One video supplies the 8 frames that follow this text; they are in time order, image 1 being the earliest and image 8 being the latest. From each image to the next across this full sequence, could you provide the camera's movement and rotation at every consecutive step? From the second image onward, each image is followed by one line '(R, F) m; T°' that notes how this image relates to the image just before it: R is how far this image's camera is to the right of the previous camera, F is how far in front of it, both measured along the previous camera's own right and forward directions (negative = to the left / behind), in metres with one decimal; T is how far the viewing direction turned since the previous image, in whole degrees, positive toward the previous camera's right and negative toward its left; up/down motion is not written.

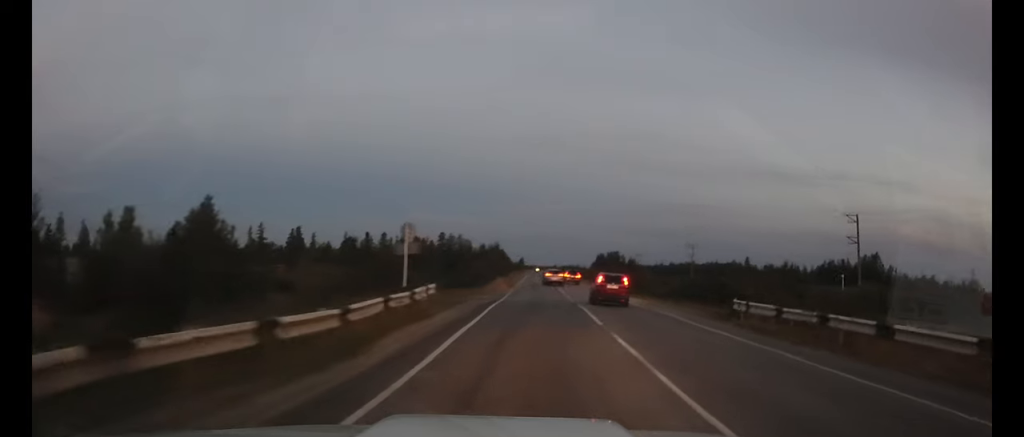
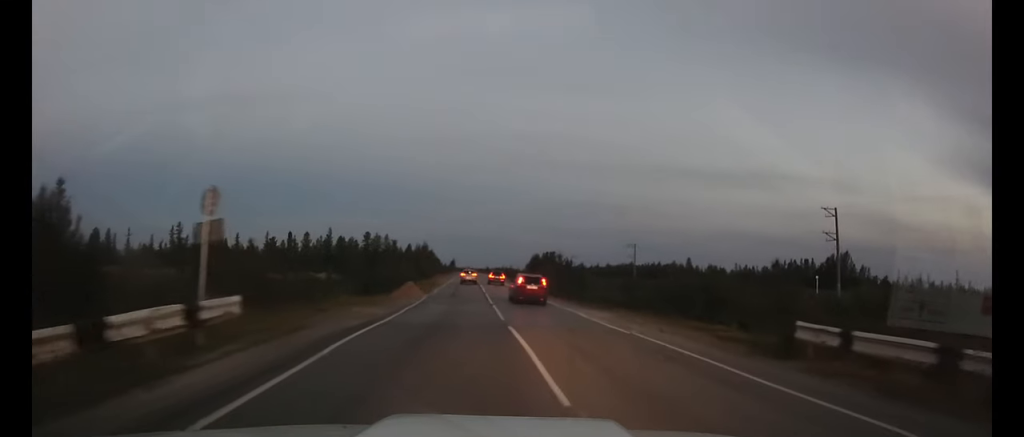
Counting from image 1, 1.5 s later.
(+0.8, +10.4) m; +8°
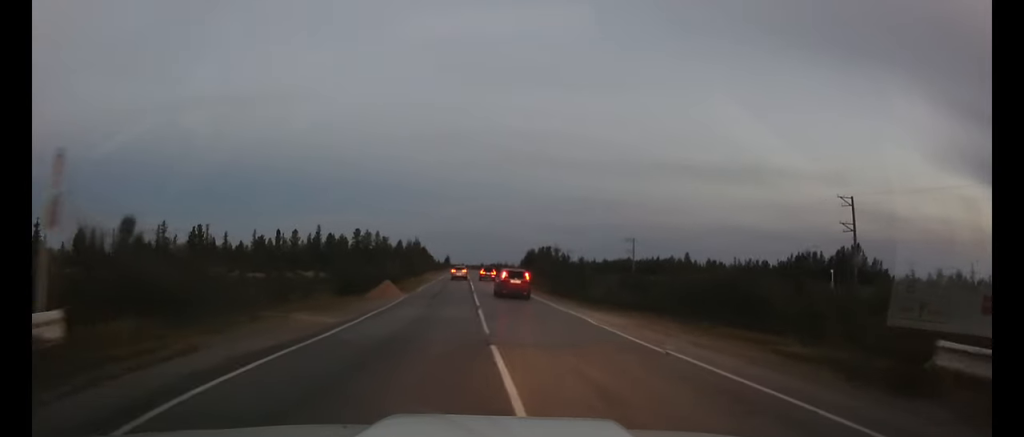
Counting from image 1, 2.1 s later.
(+0.2, +4.7) m; +2°
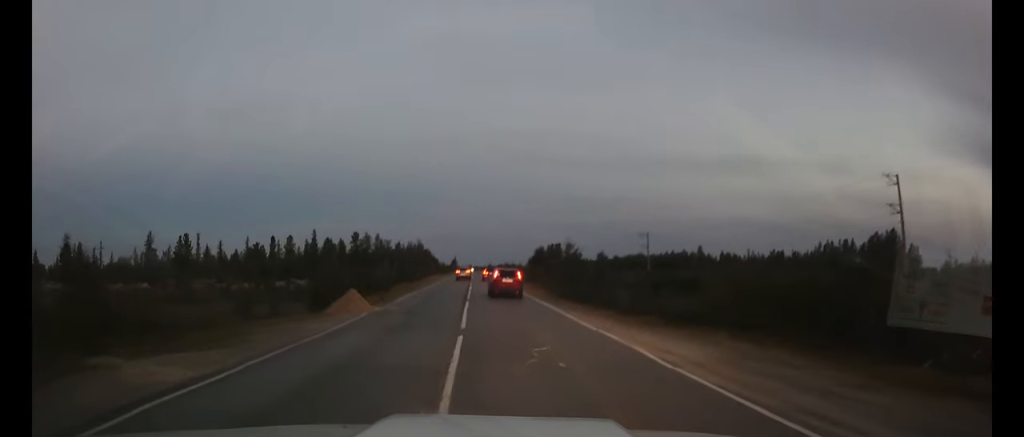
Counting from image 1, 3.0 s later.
(+0.1, +7.6) m; 0°
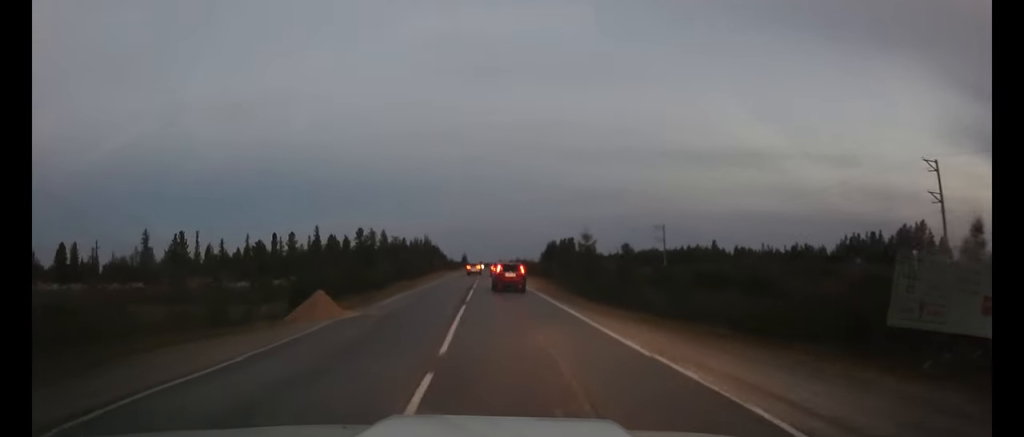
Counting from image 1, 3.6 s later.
(0.0, +5.0) m; -1°
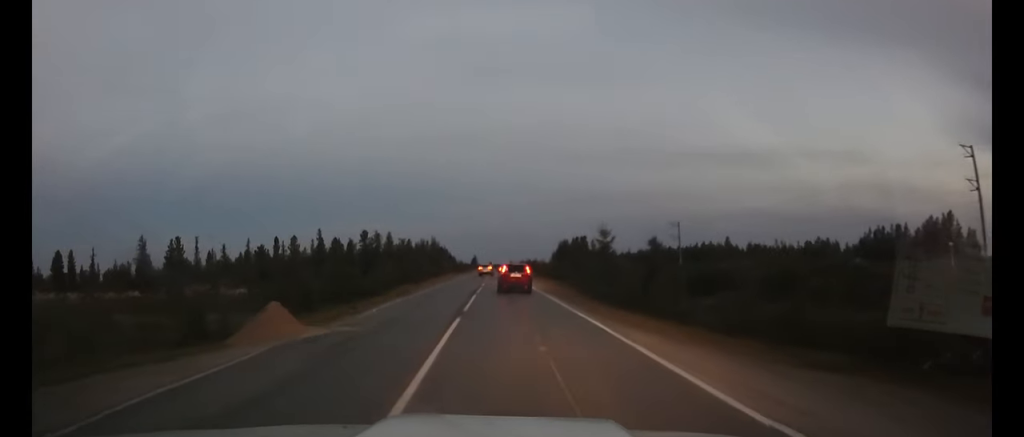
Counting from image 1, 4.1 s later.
(0.0, +4.2) m; -1°
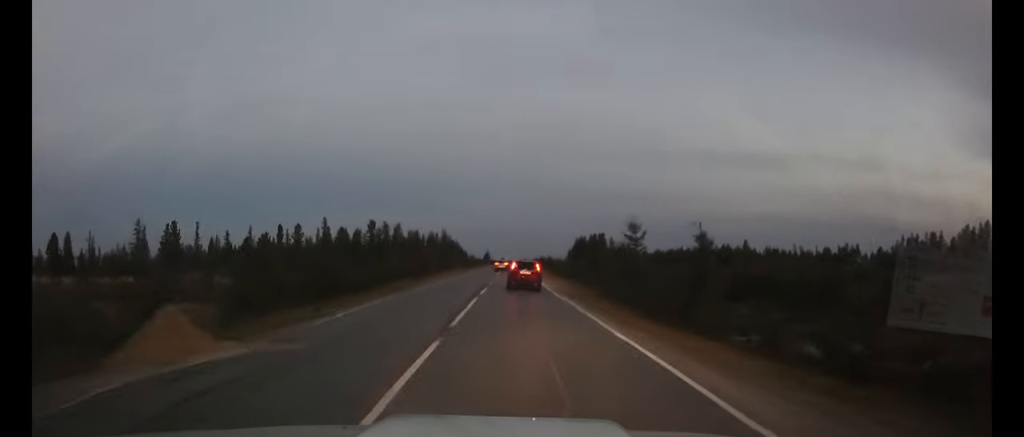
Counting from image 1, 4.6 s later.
(-0.1, +5.4) m; -1°
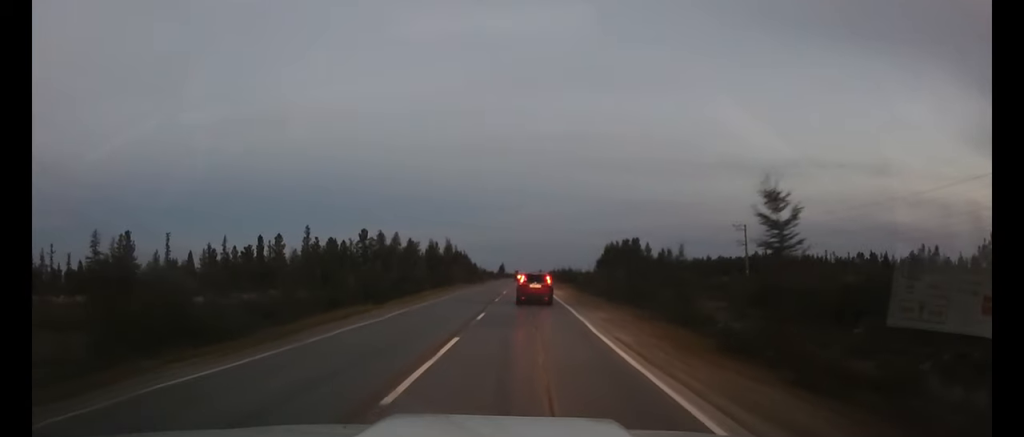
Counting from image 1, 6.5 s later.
(-0.4, +18.4) m; -2°
